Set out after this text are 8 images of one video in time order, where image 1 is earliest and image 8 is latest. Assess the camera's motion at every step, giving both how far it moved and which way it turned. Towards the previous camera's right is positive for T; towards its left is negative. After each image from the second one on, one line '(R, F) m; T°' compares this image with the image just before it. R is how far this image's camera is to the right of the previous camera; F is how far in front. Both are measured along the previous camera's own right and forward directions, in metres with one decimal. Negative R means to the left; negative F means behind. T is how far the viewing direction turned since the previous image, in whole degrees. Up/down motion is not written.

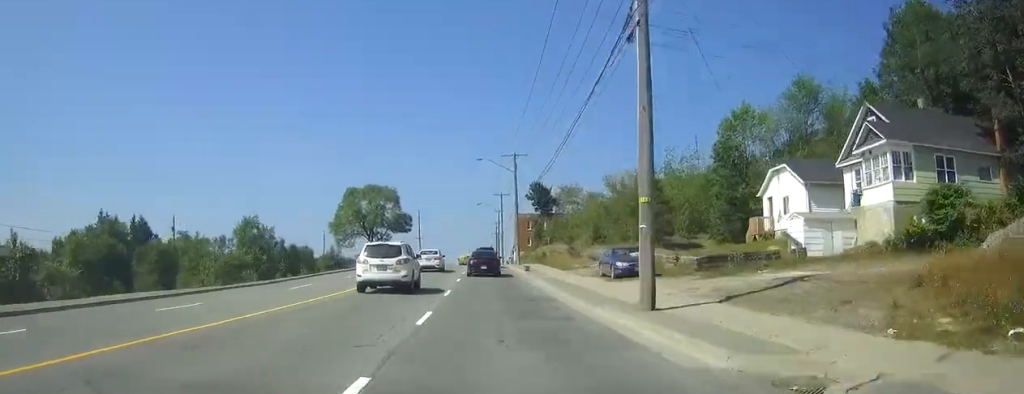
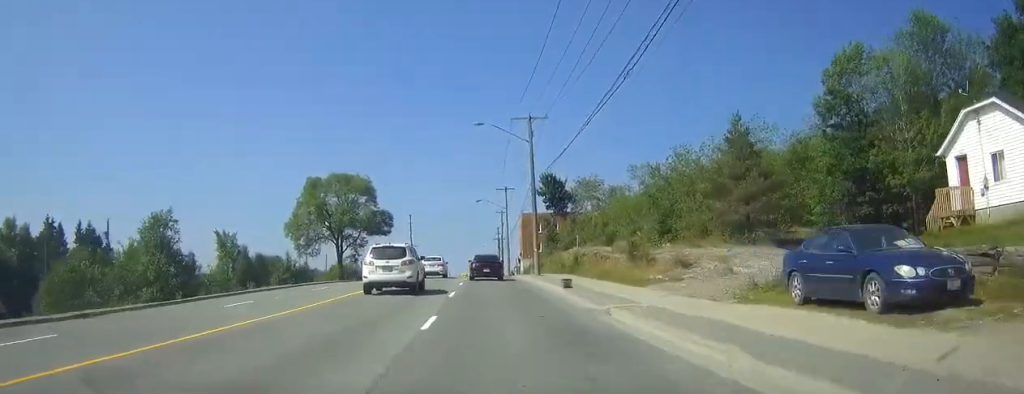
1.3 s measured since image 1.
(+0.1, +20.8) m; 0°
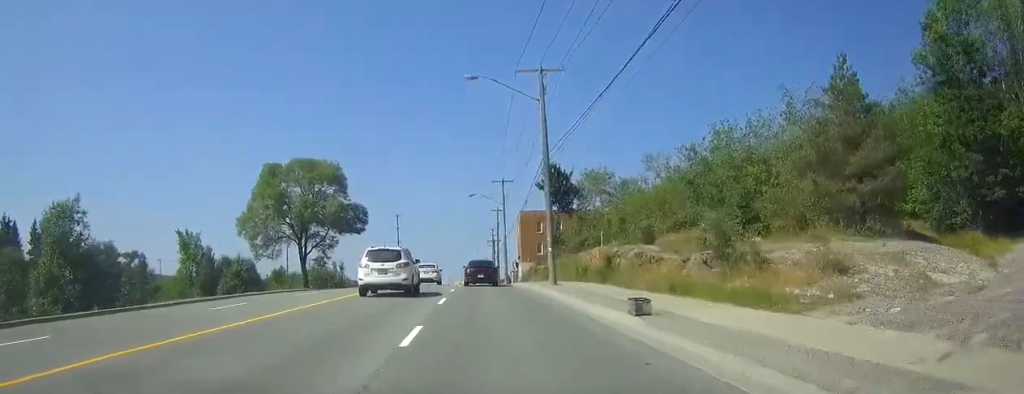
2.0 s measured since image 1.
(0.0, +12.6) m; 0°
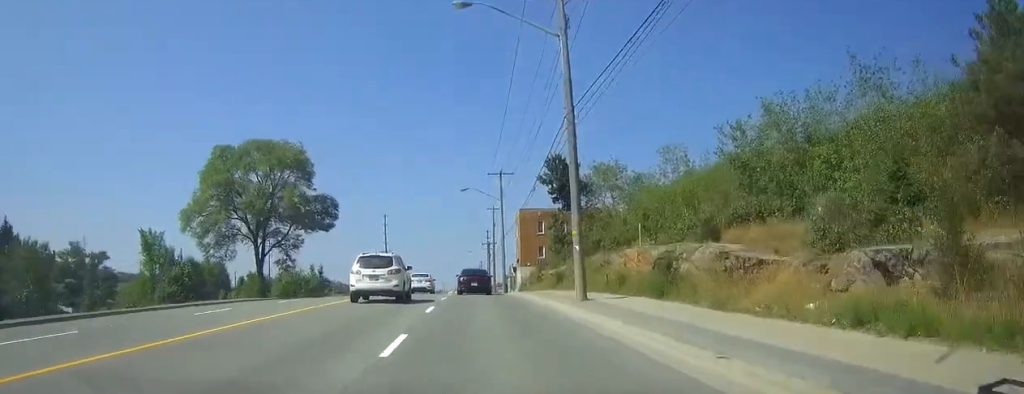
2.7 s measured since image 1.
(0.0, +10.5) m; 0°
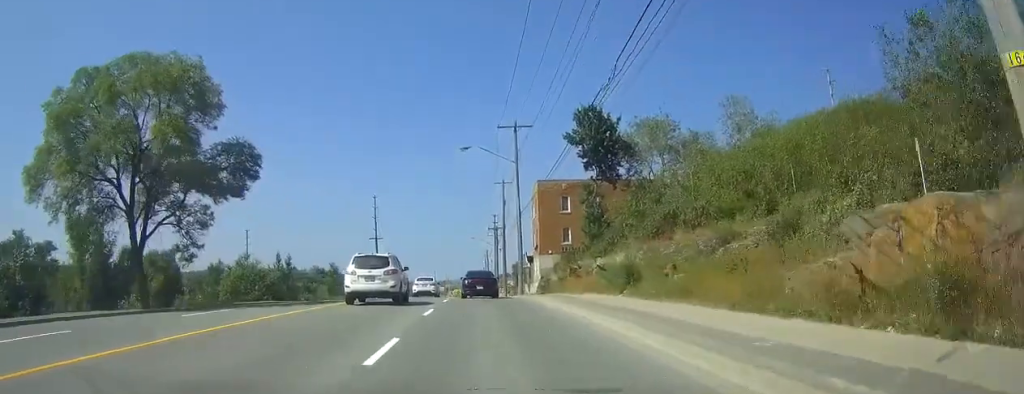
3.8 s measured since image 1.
(+0.1, +18.8) m; +1°
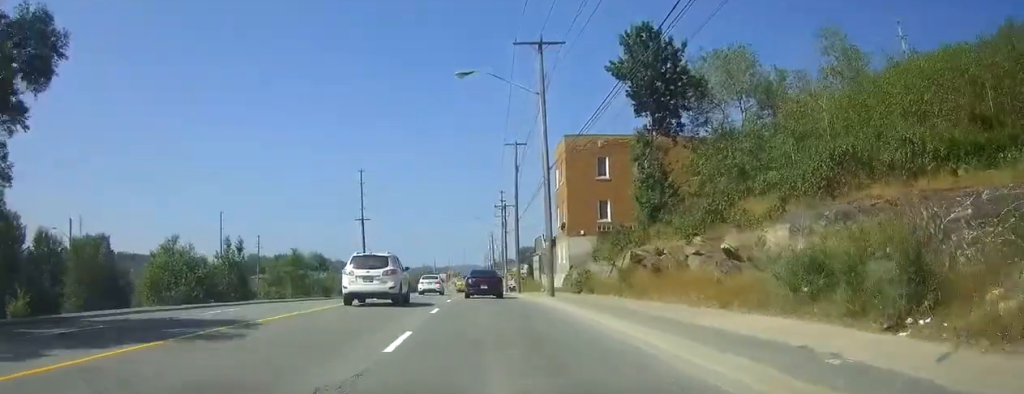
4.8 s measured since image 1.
(0.0, +17.1) m; -1°
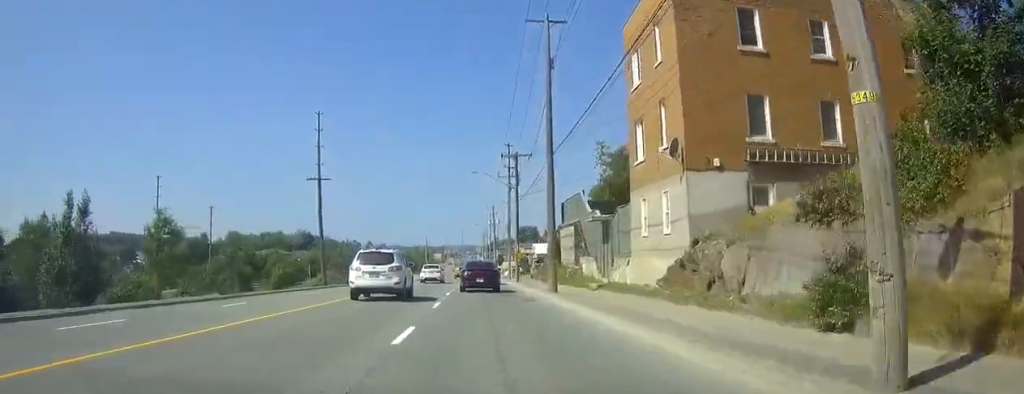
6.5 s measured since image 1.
(-0.5, +26.9) m; -1°
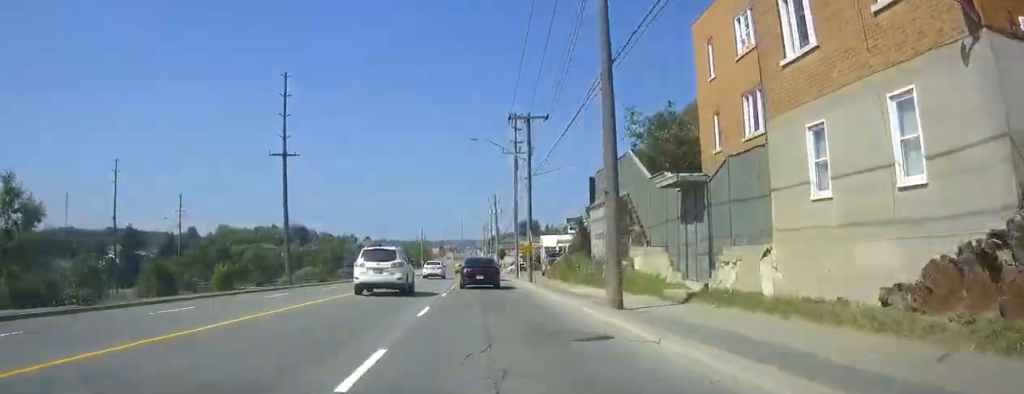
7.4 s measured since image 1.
(+0.1, +13.6) m; +1°
